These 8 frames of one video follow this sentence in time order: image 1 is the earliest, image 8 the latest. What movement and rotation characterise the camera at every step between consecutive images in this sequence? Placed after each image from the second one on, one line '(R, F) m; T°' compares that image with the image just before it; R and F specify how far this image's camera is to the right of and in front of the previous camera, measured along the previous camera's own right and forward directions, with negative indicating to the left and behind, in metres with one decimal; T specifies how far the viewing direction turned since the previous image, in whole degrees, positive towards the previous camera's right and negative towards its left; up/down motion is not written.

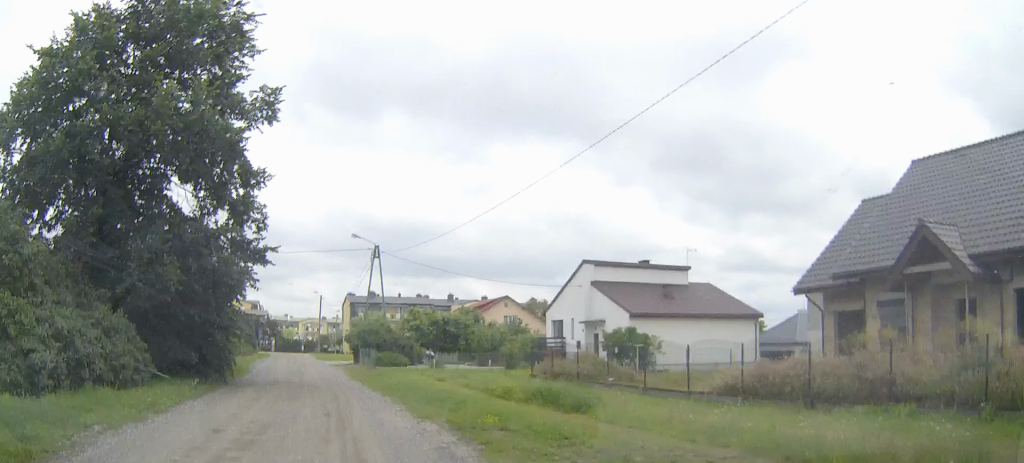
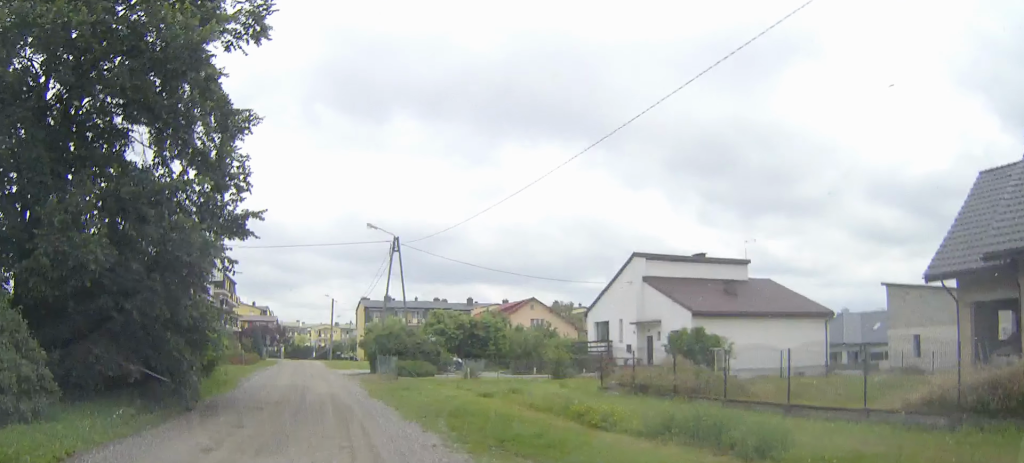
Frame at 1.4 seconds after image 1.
(0.0, +7.2) m; -1°
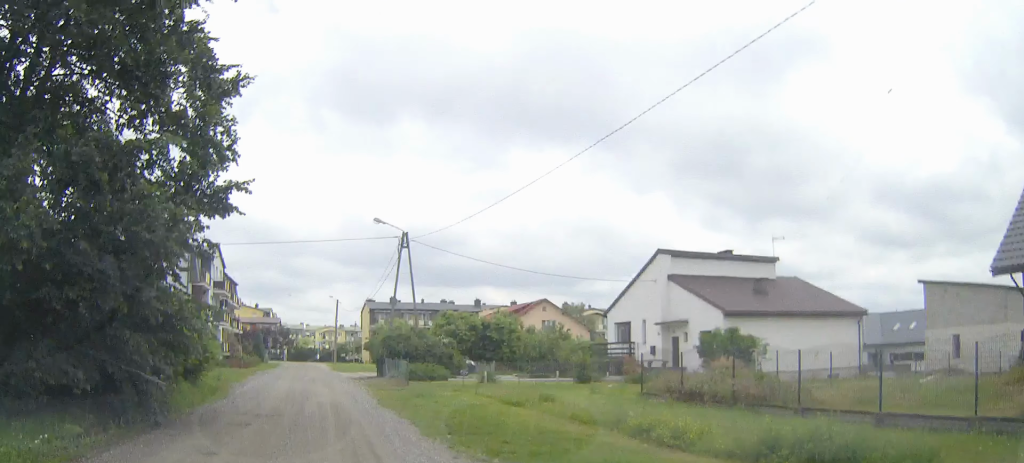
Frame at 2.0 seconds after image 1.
(0.0, +3.1) m; -1°
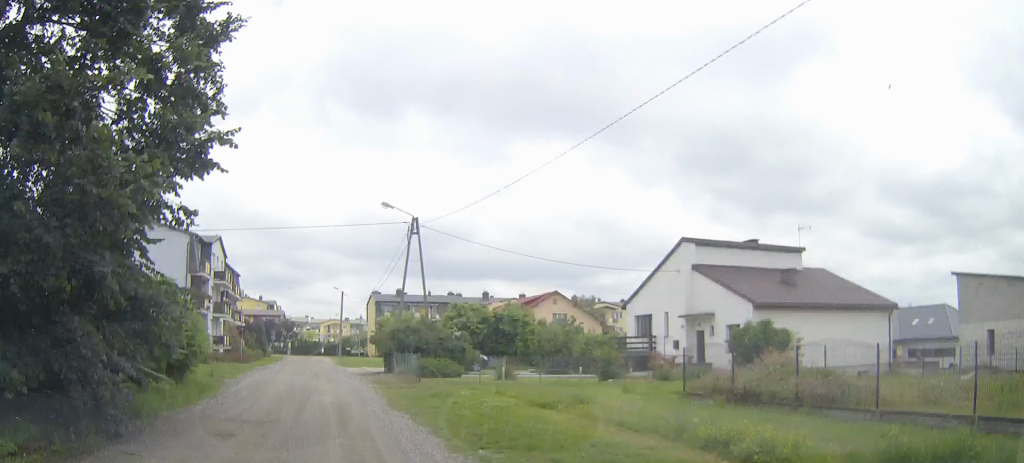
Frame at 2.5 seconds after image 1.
(-0.1, +2.6) m; -1°
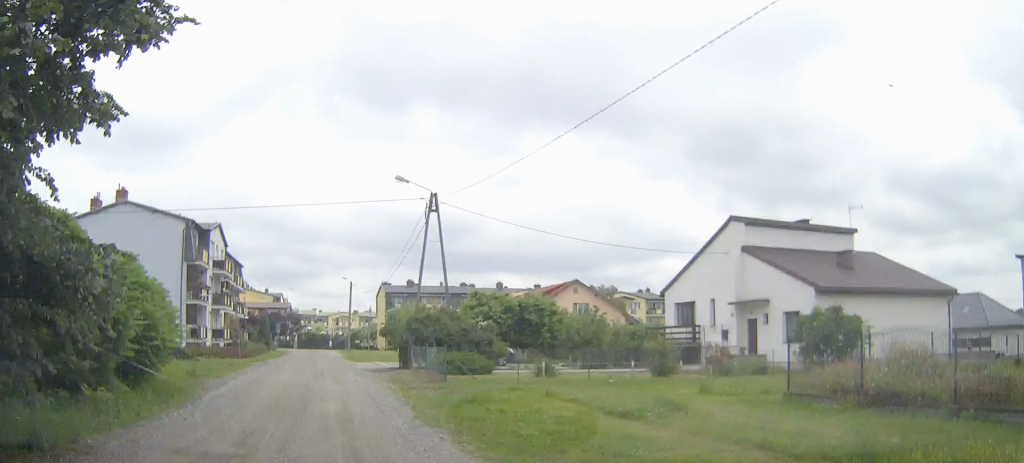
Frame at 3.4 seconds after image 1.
(0.0, +4.7) m; 0°
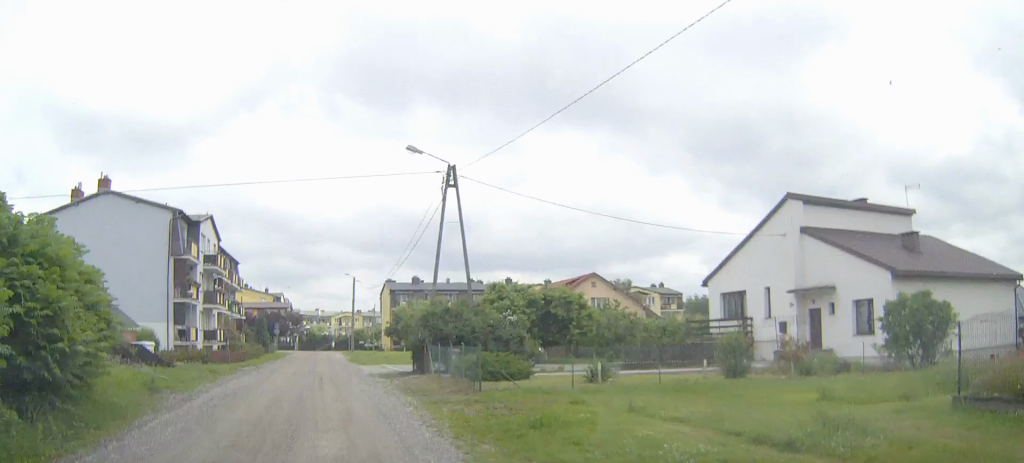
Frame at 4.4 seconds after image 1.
(0.0, +5.3) m; 0°
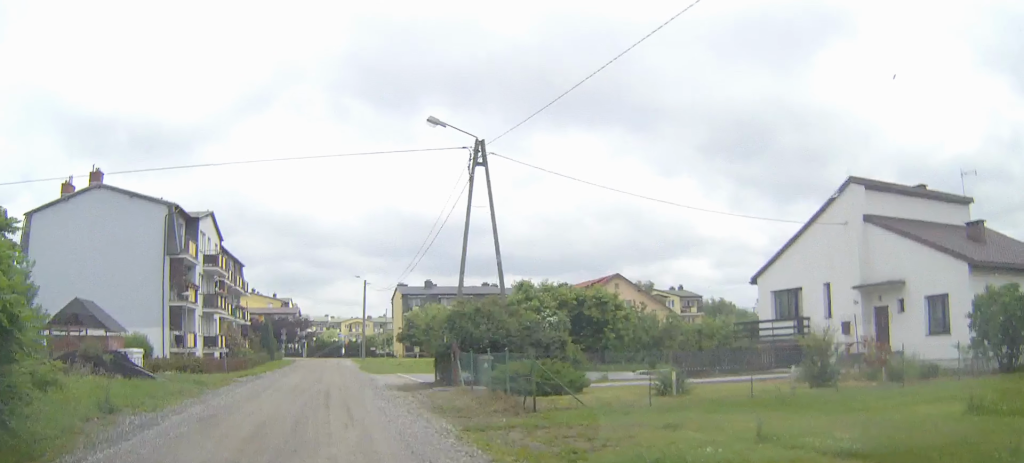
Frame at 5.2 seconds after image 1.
(0.0, +4.1) m; -1°
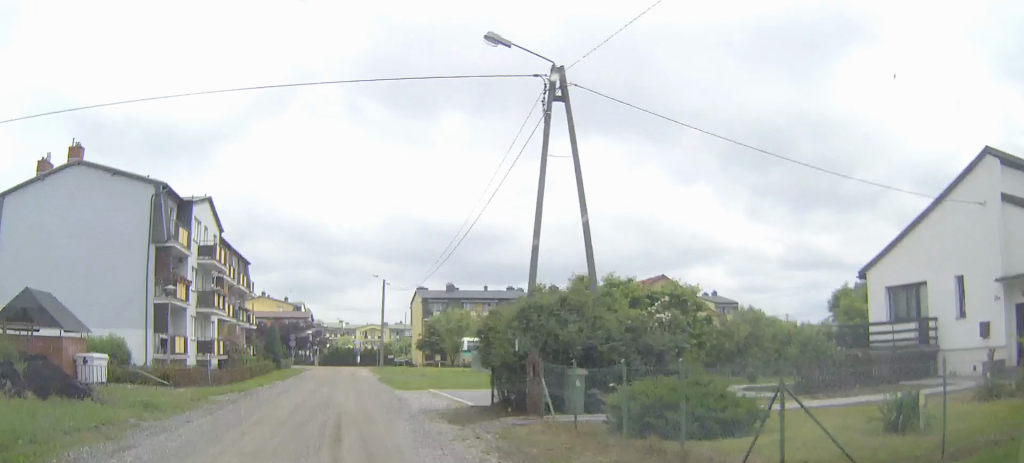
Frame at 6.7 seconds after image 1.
(0.0, +7.6) m; -1°
